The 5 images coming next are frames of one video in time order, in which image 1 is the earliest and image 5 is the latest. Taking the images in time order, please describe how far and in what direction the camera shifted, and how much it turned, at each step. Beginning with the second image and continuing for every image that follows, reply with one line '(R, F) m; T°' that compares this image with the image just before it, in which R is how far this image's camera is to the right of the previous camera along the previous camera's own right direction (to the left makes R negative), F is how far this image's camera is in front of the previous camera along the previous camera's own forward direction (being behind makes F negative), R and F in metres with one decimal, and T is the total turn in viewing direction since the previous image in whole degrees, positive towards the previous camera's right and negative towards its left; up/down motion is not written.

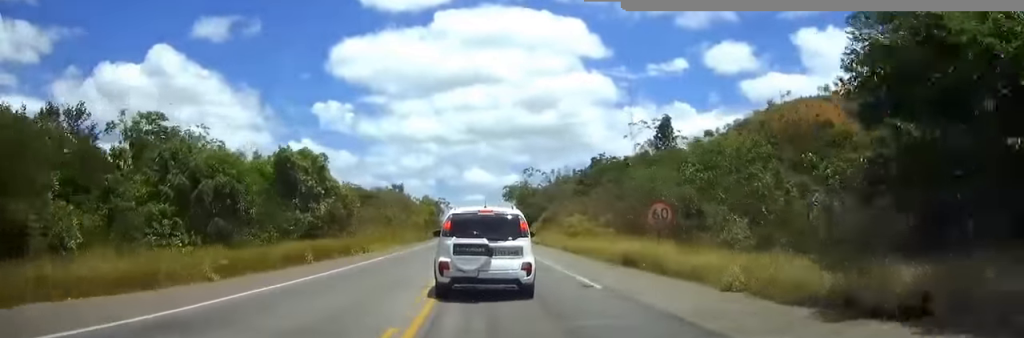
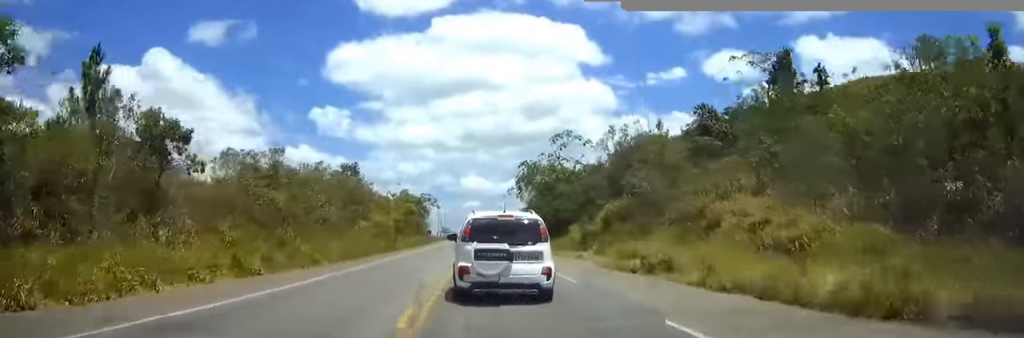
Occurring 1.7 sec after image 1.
(-0.1, +38.2) m; 0°
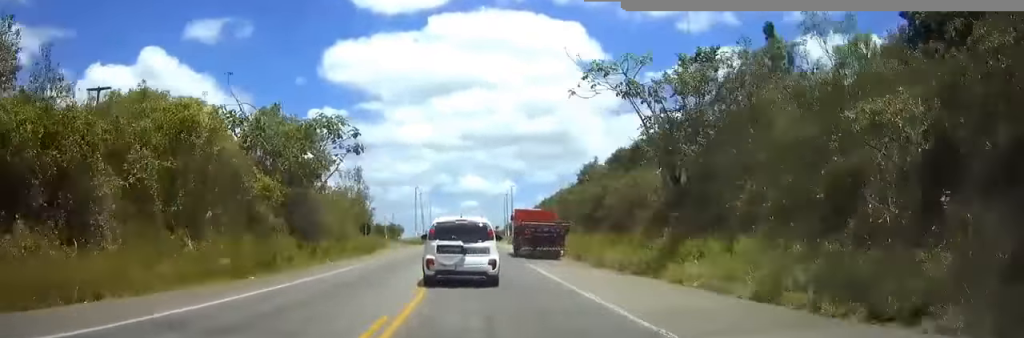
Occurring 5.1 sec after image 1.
(-0.2, +73.3) m; -1°
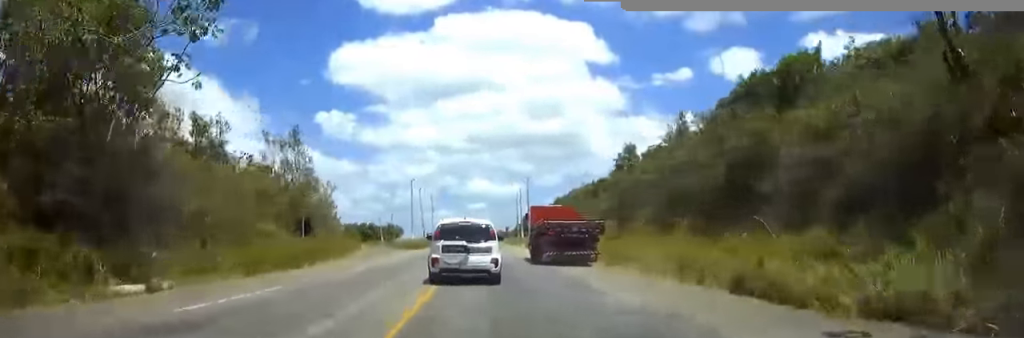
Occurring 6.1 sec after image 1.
(0.0, +22.6) m; 0°
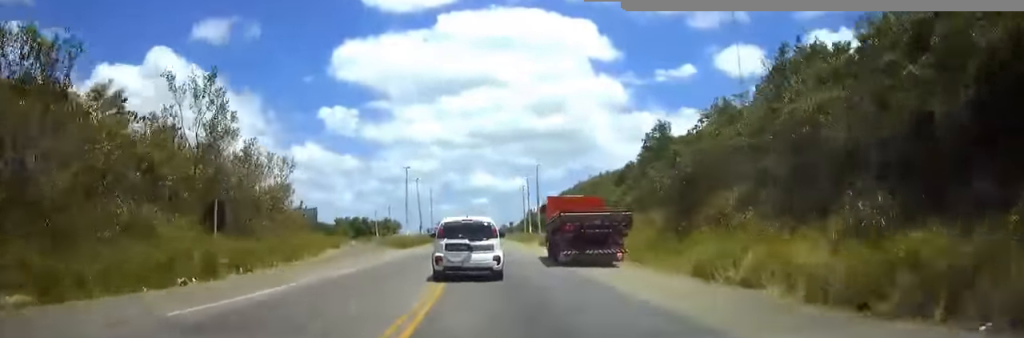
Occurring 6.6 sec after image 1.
(-0.1, +12.2) m; 0°
